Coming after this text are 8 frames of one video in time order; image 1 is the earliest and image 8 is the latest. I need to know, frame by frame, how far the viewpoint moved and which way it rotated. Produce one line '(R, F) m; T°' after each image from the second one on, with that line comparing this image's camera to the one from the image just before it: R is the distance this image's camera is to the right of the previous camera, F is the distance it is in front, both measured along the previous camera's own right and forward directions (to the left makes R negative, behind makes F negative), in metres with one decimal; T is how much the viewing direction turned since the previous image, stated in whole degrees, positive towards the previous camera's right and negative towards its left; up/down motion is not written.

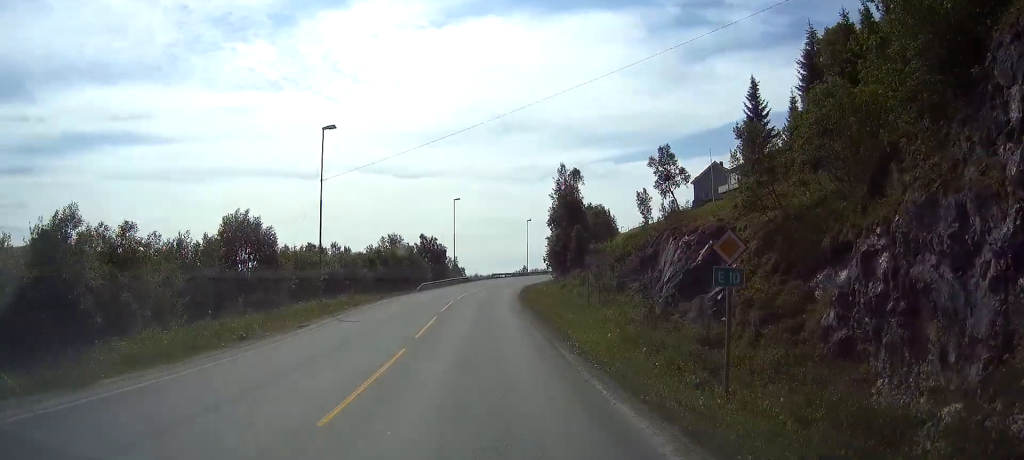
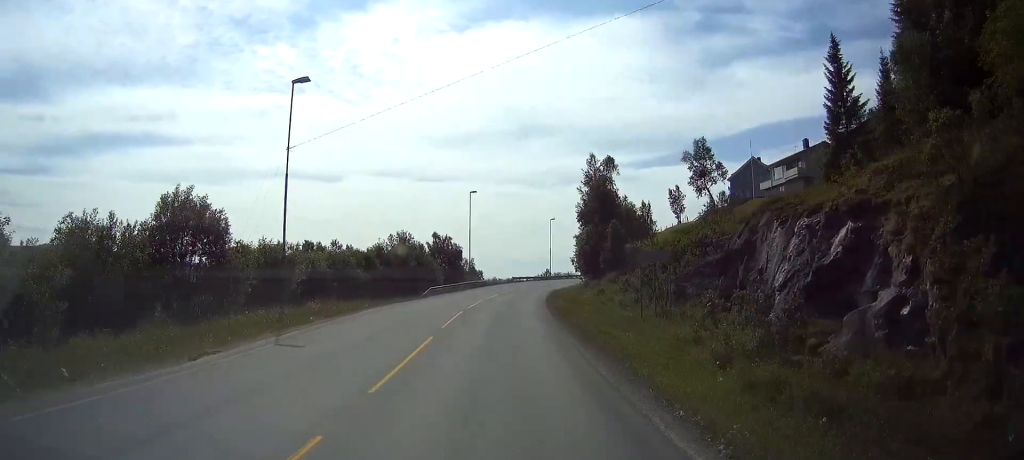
(-0.2, +8.3) m; -3°
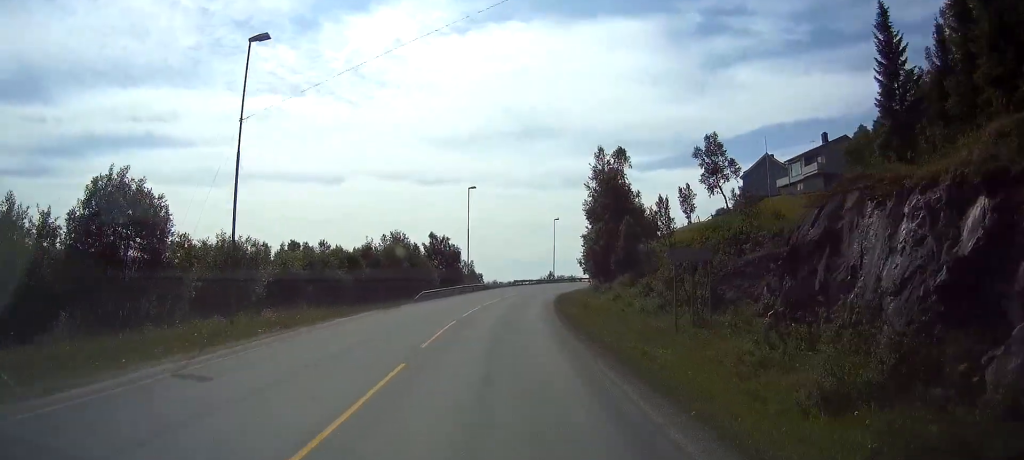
(0.0, +5.1) m; -1°
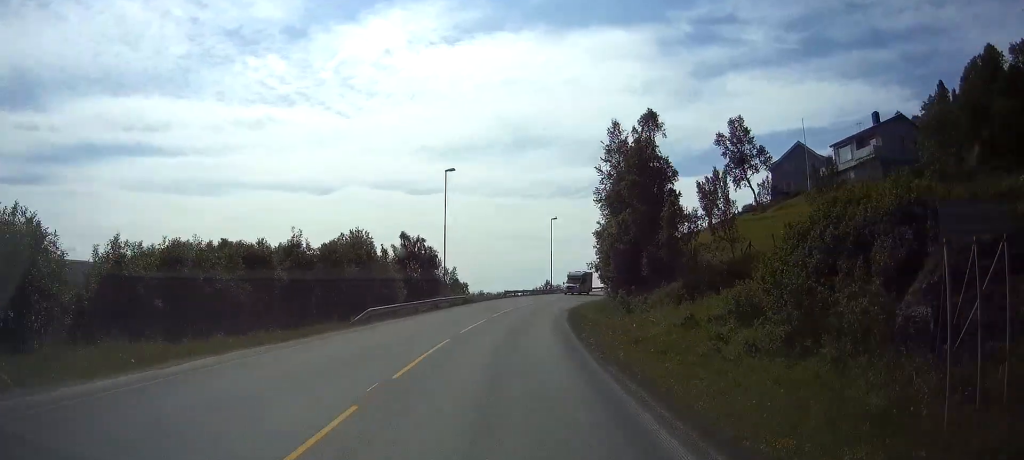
(-0.6, +16.3) m; -1°
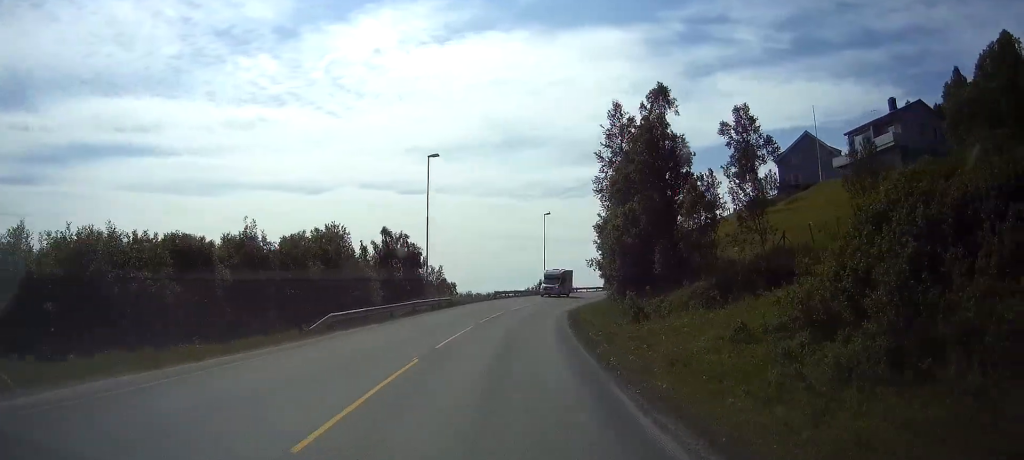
(0.0, +6.1) m; 0°
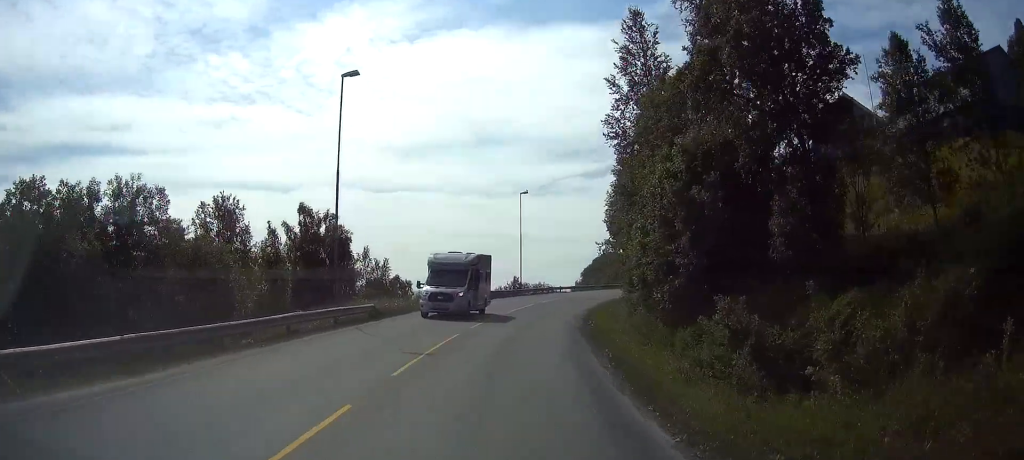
(+0.4, +21.6) m; +1°
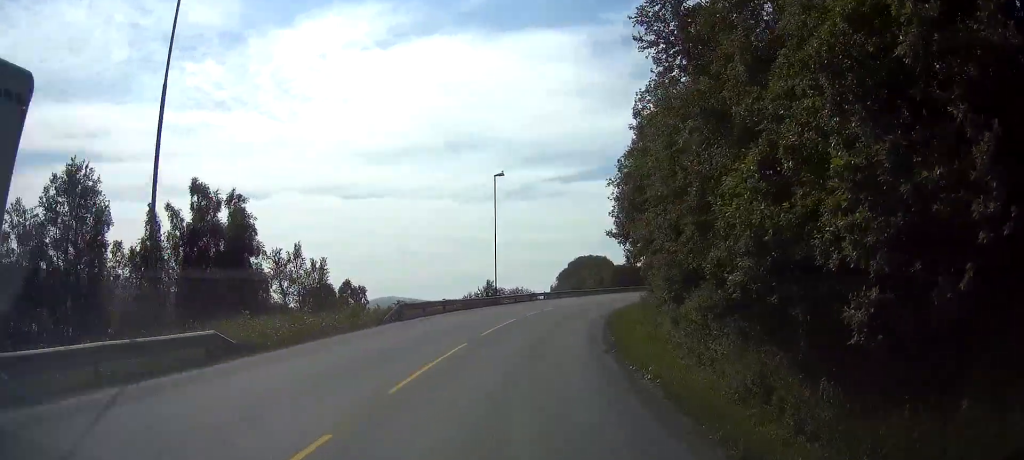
(-0.3, +16.4) m; 0°
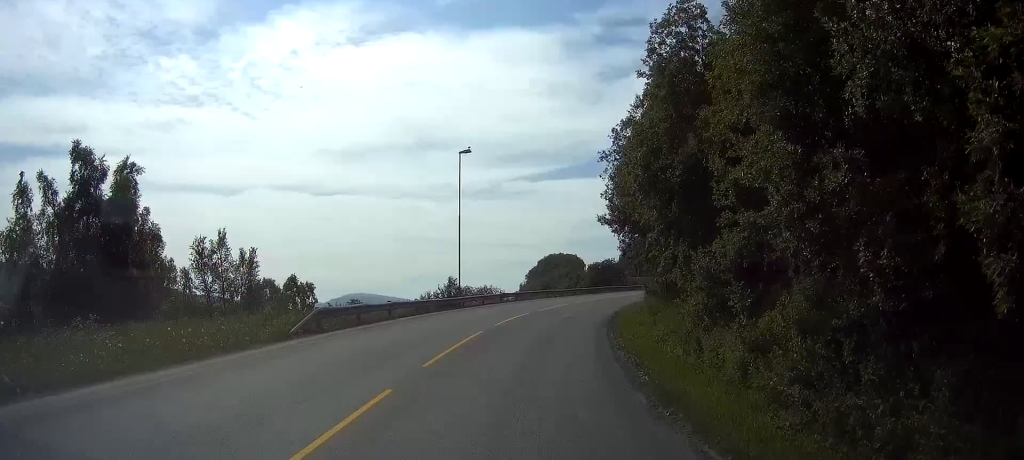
(+0.2, +9.4) m; +3°
